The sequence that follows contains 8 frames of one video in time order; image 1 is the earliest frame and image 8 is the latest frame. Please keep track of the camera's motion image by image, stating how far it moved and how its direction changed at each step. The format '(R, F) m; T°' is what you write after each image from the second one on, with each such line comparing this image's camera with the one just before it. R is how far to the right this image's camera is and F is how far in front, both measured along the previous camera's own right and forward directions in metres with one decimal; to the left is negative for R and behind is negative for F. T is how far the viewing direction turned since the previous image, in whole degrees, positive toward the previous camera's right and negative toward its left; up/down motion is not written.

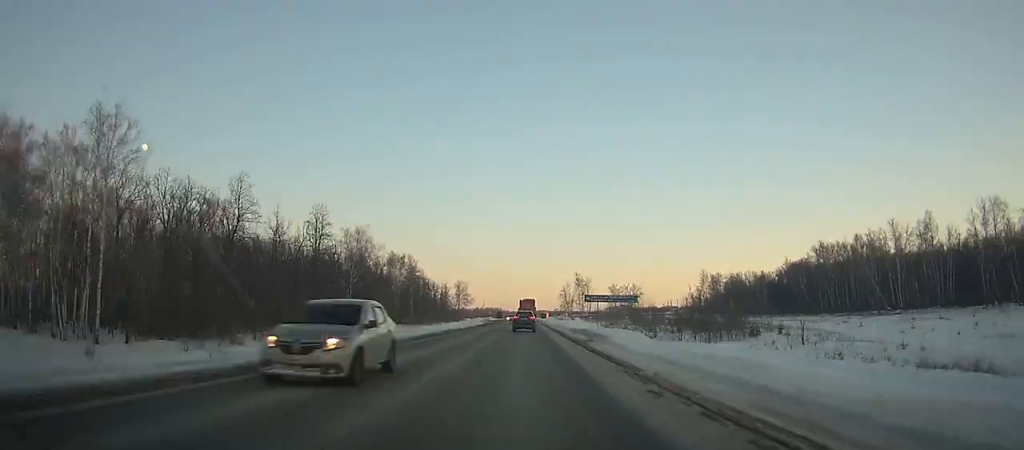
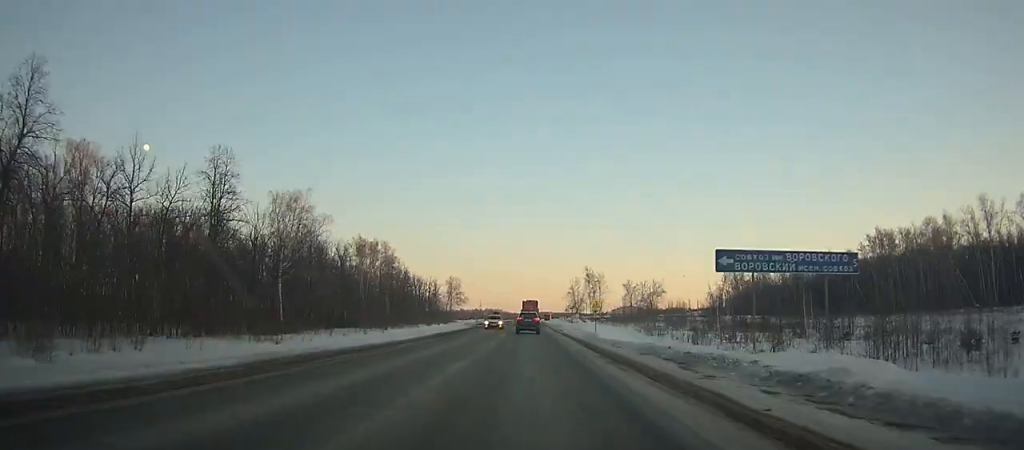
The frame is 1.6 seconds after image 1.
(0.0, +33.5) m; 0°
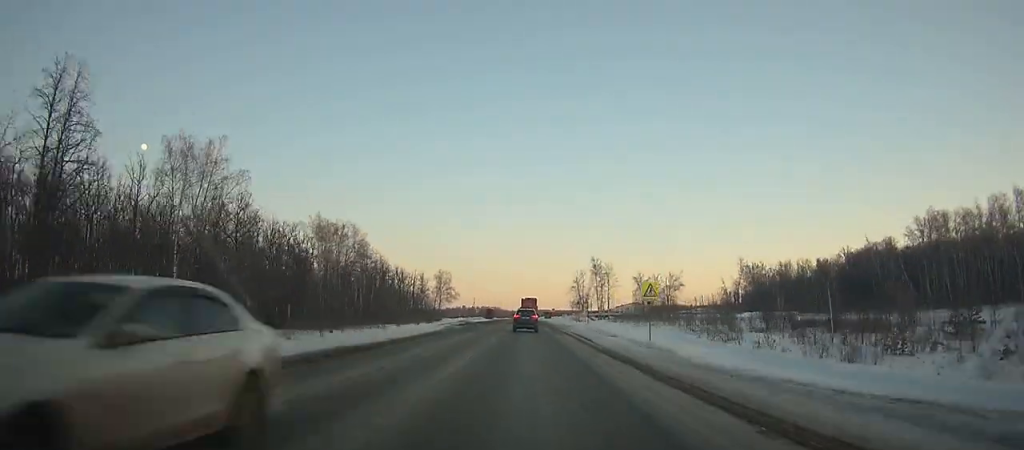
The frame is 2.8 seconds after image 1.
(0.0, +25.1) m; 0°
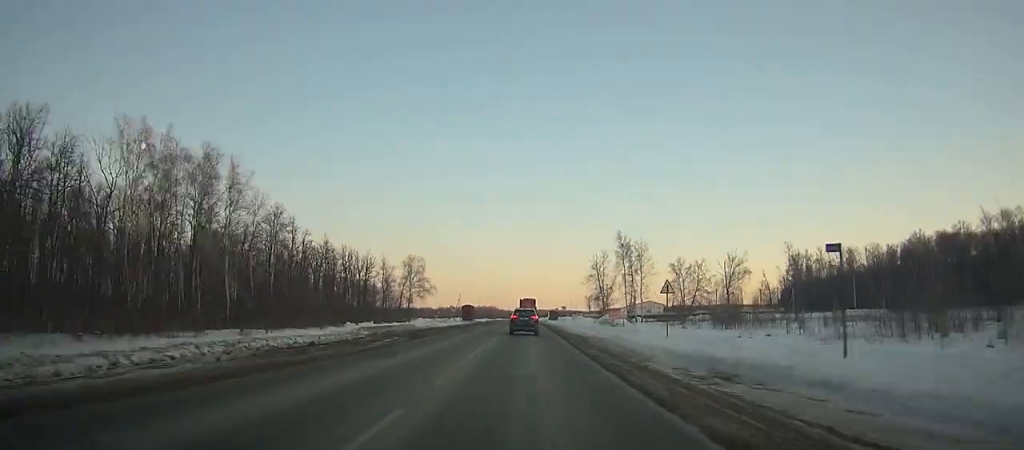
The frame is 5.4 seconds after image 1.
(0.0, +53.9) m; 0°
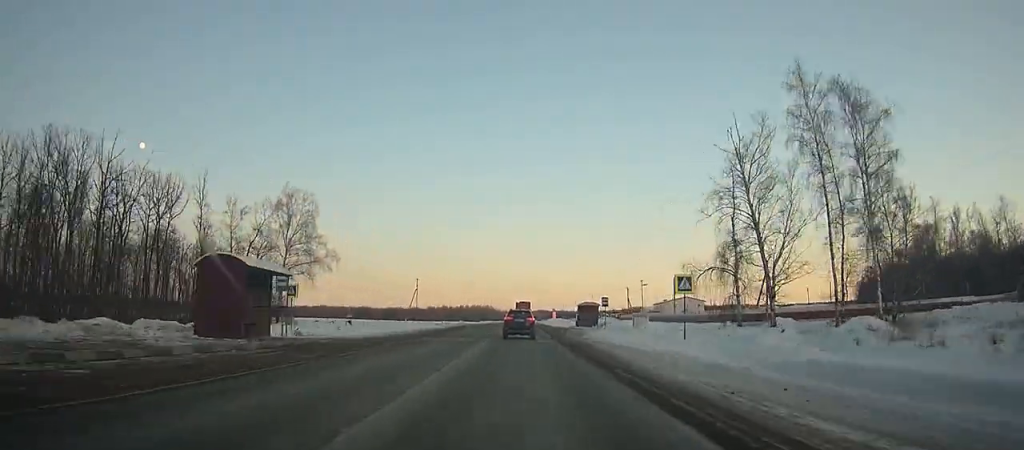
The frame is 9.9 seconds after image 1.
(+0.2, +90.7) m; 0°
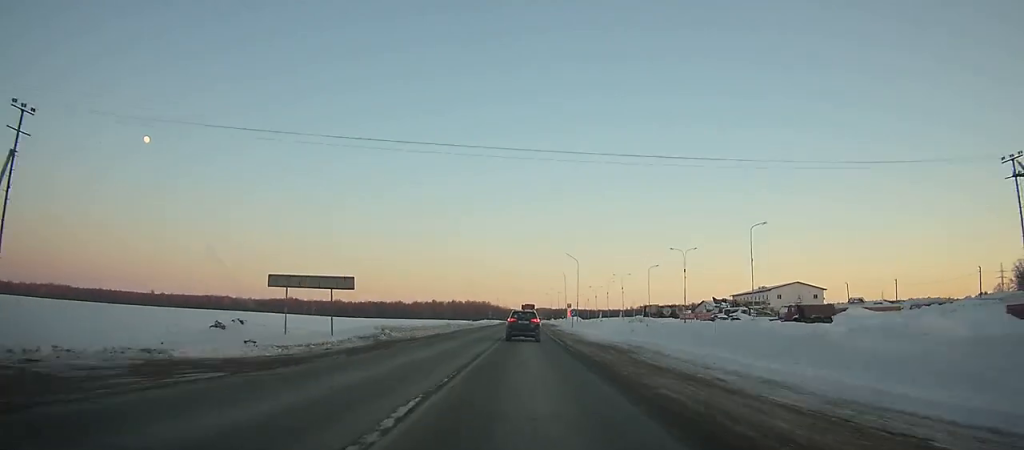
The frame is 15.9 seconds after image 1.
(-0.1, +117.1) m; 0°
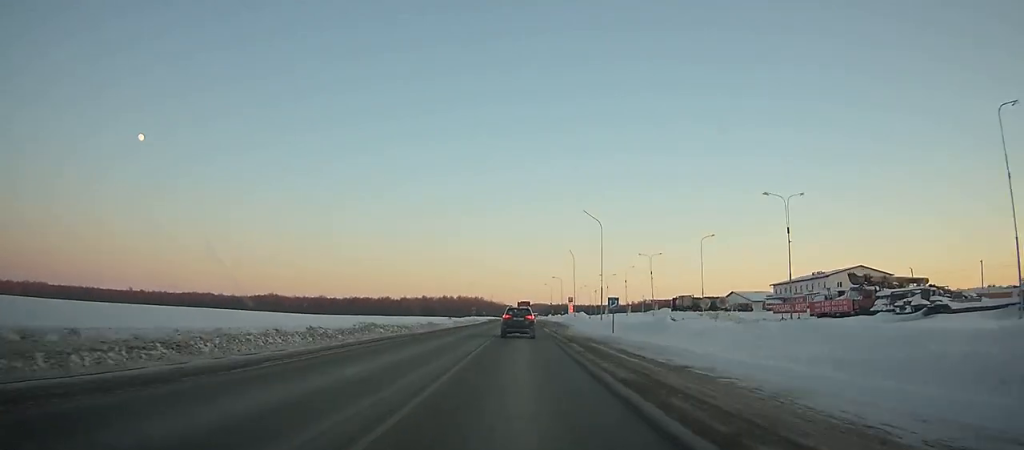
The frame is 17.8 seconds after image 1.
(+0.1, +36.6) m; 0°
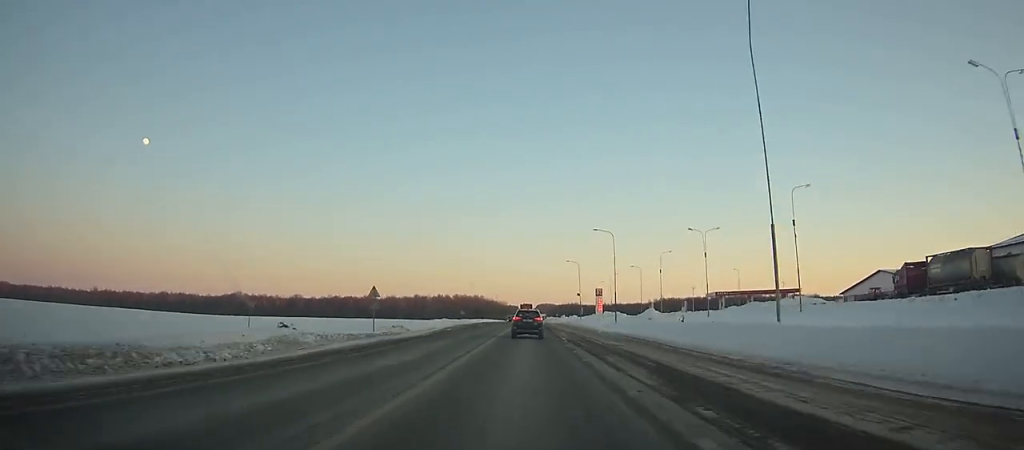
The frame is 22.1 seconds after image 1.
(-0.1, +82.5) m; 0°
